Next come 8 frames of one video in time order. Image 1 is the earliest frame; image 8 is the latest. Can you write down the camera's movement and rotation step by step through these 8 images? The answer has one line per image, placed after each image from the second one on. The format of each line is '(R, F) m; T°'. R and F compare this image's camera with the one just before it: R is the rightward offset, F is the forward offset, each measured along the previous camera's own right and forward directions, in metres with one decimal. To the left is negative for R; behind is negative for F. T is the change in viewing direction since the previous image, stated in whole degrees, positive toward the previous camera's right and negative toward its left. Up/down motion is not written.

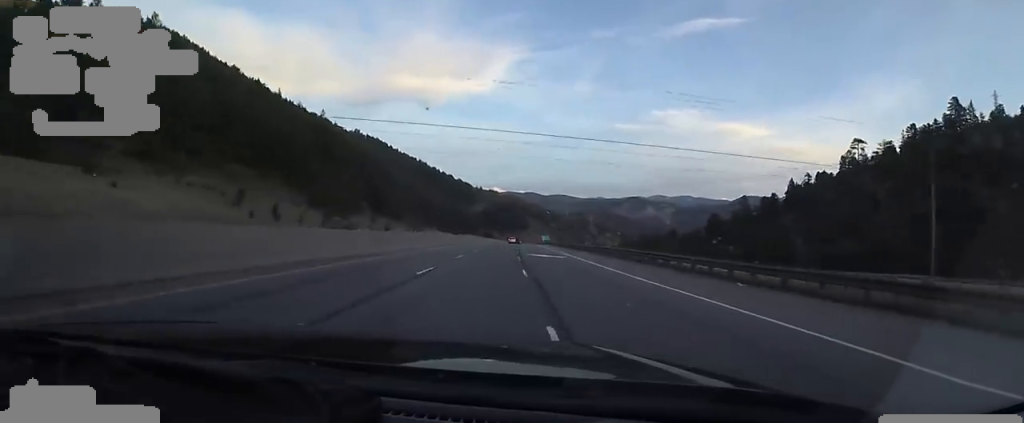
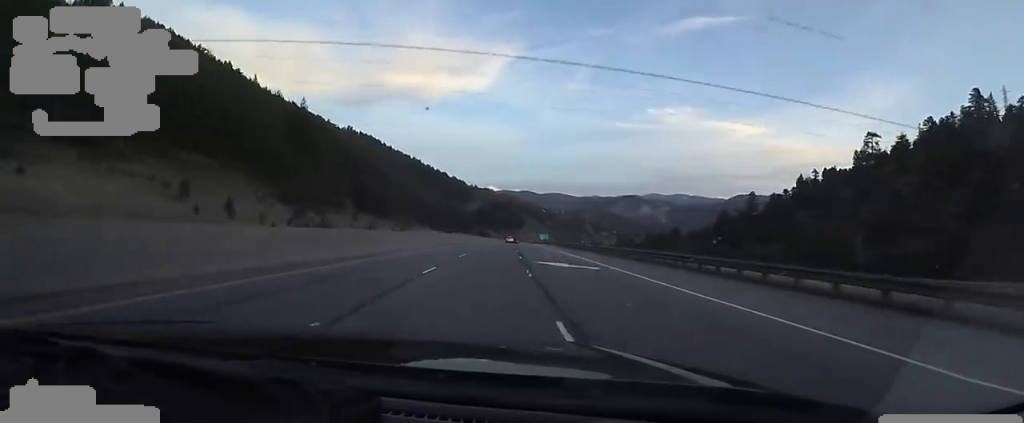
(+0.1, +11.9) m; 0°
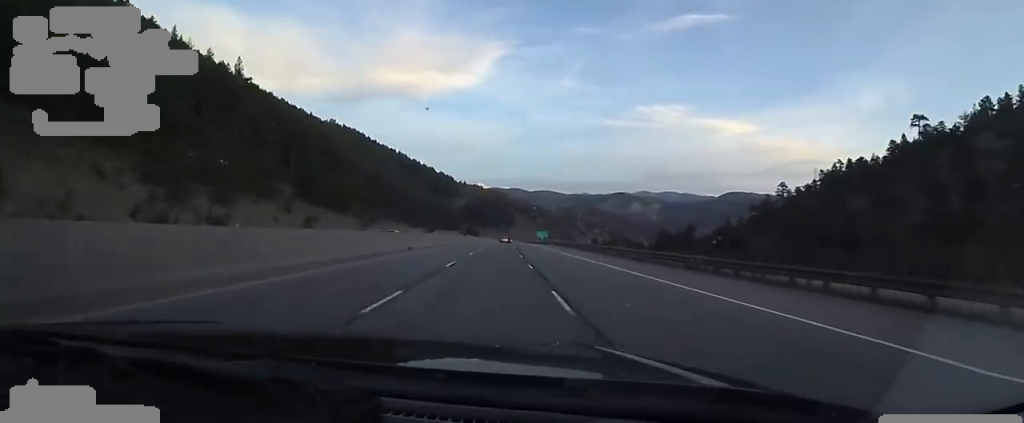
(+0.2, +31.7) m; +1°
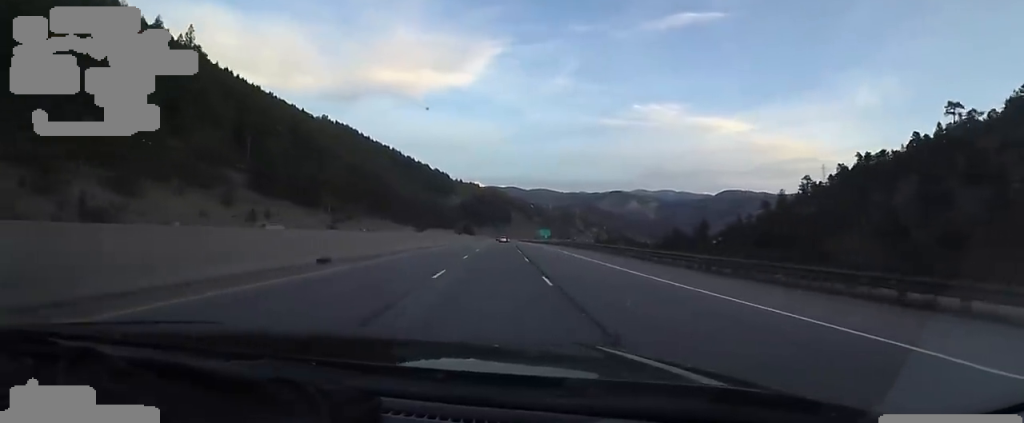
(-0.6, +17.9) m; +1°
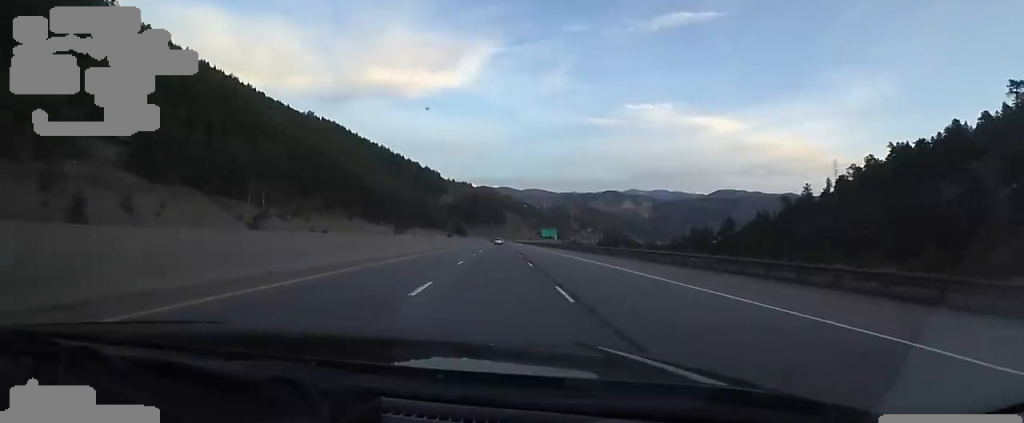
(+1.7, +28.1) m; +2°
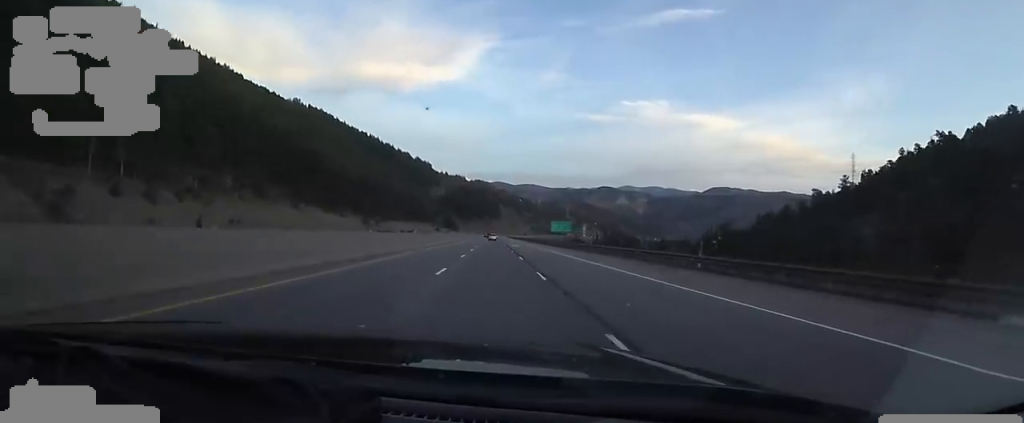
(-0.4, +31.3) m; -2°
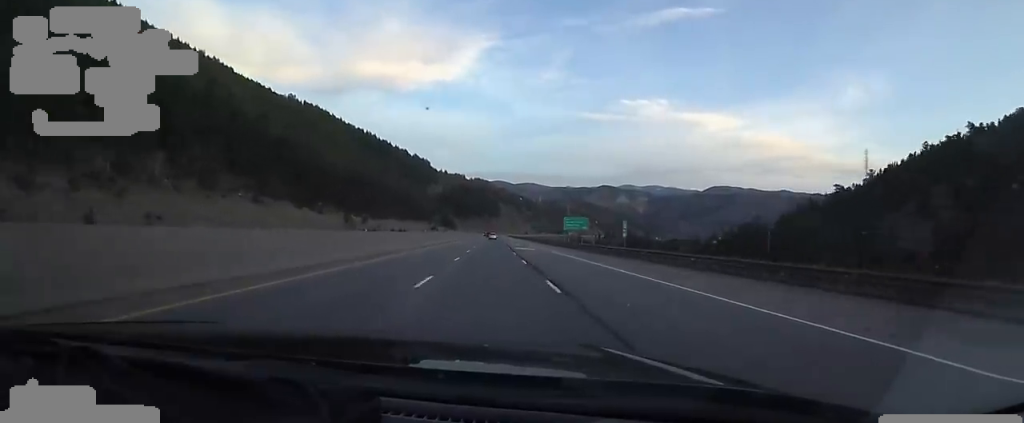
(-0.3, +16.1) m; 0°
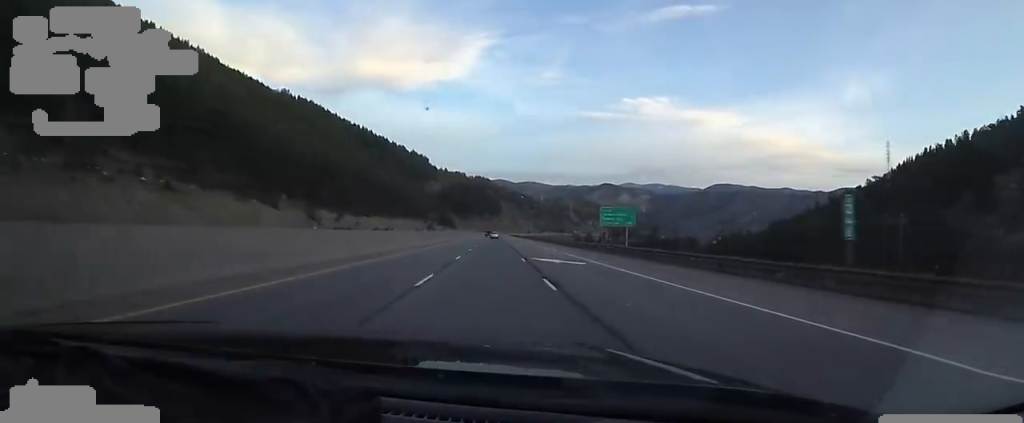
(-0.1, +23.3) m; +1°
